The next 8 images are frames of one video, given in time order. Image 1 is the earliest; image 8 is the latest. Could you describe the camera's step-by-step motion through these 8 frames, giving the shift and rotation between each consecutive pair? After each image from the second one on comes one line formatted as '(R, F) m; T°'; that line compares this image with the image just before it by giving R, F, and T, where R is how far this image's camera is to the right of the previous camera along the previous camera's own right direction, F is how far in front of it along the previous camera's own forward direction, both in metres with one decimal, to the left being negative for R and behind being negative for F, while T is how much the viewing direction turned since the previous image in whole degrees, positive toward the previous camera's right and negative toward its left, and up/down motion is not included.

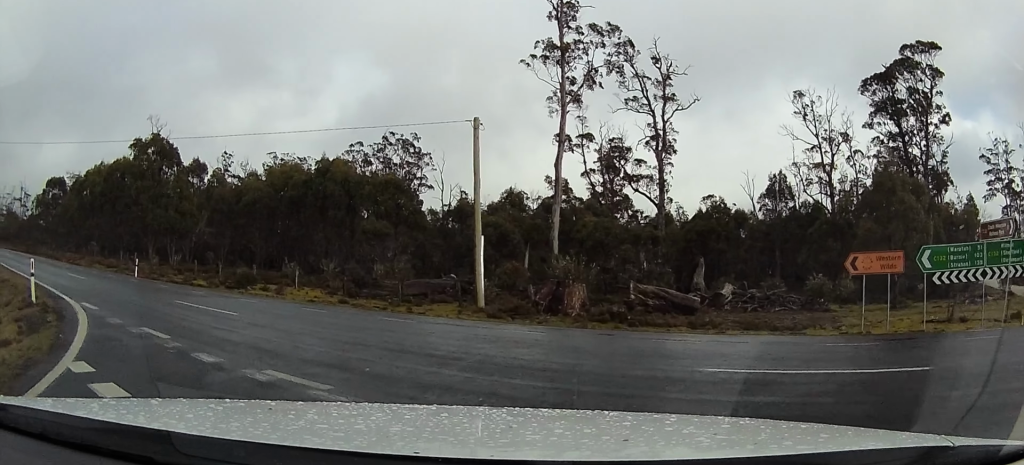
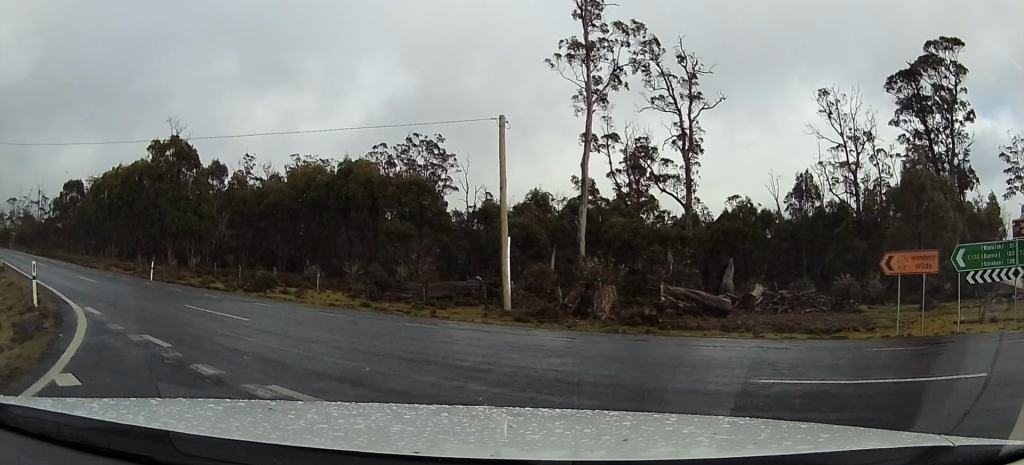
(-0.1, +1.4) m; -7°
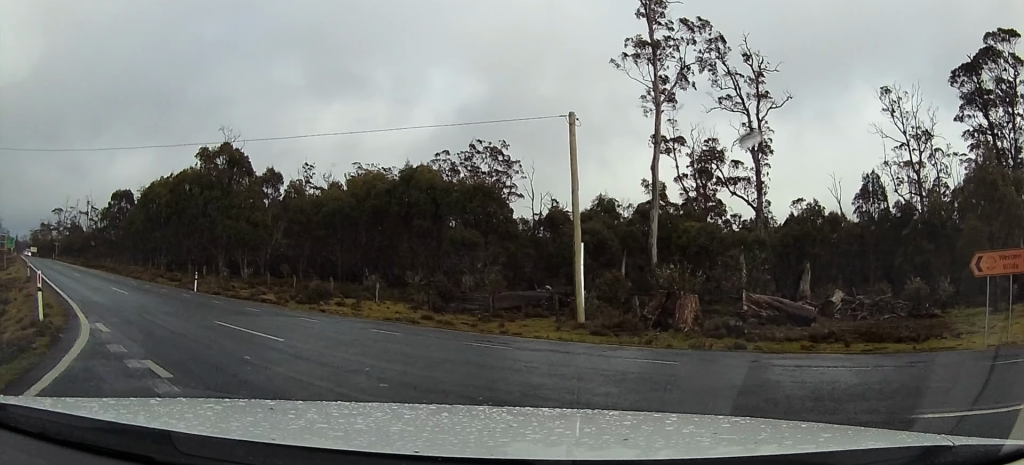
(-0.8, +3.4) m; -24°
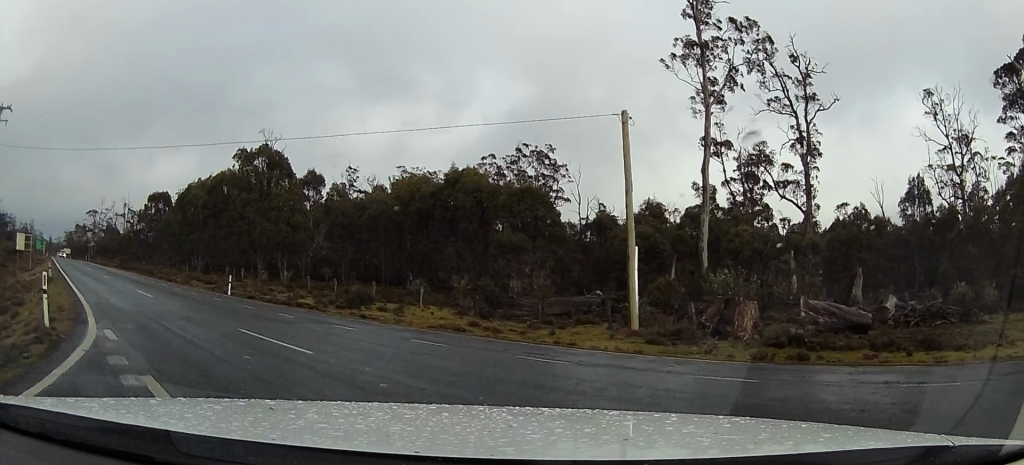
(0.0, +1.5) m; -5°
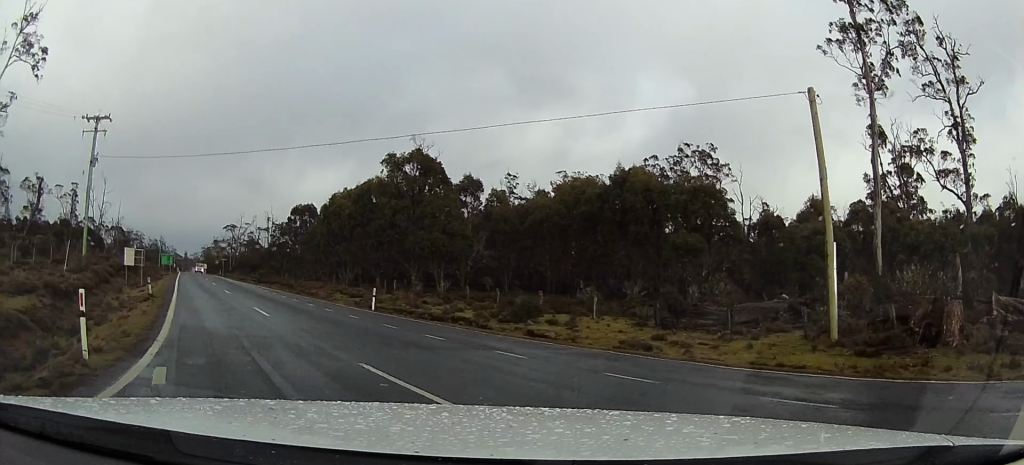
(-0.2, +3.0) m; -12°
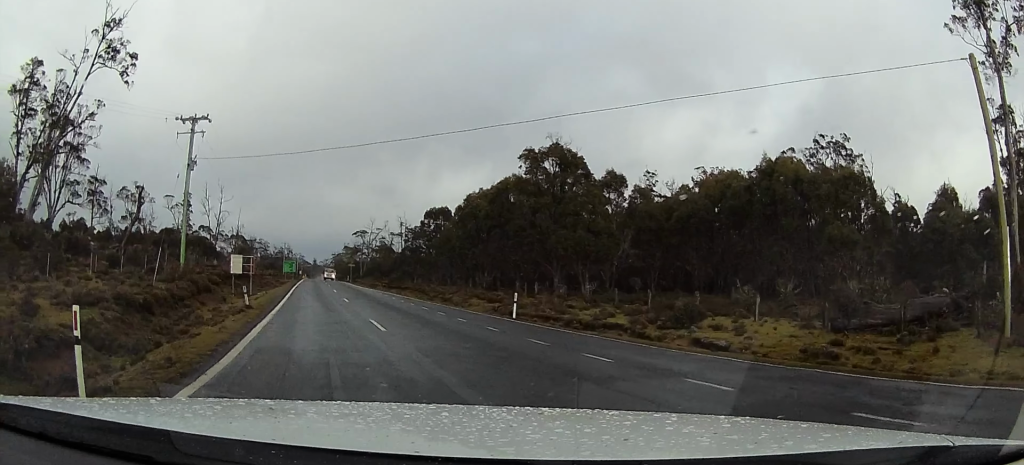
(-0.2, +2.7) m; -7°
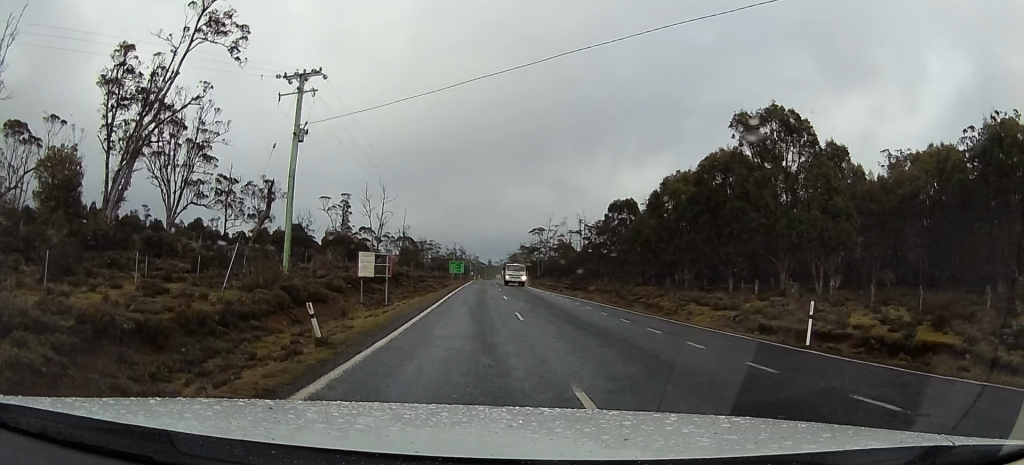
(-0.8, +8.7) m; -8°
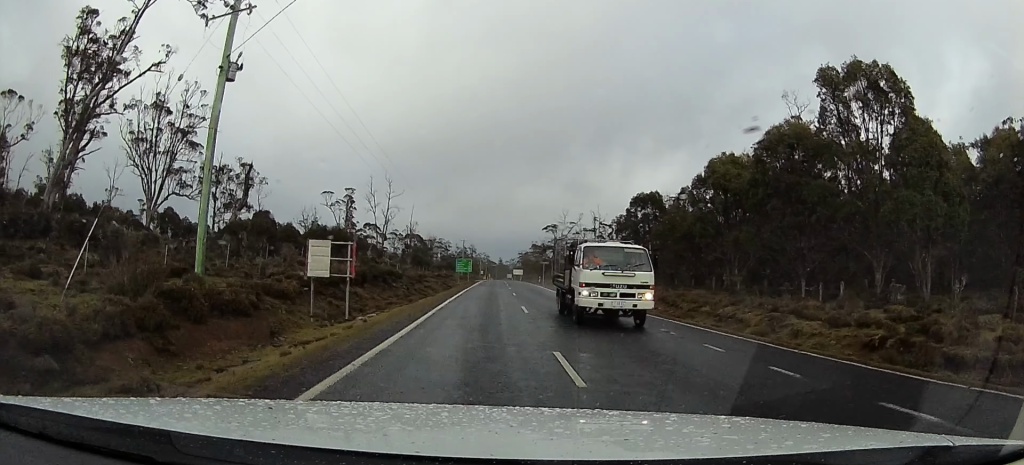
(-0.2, +8.9) m; -2°
